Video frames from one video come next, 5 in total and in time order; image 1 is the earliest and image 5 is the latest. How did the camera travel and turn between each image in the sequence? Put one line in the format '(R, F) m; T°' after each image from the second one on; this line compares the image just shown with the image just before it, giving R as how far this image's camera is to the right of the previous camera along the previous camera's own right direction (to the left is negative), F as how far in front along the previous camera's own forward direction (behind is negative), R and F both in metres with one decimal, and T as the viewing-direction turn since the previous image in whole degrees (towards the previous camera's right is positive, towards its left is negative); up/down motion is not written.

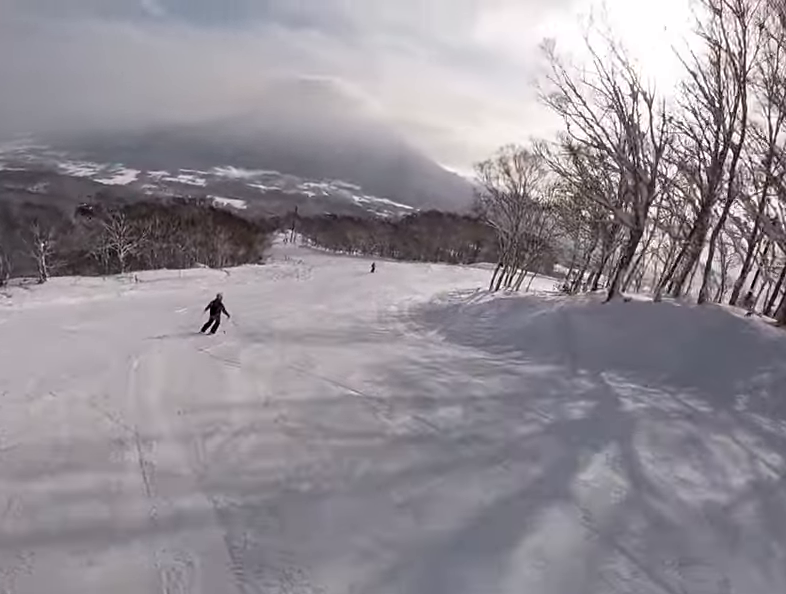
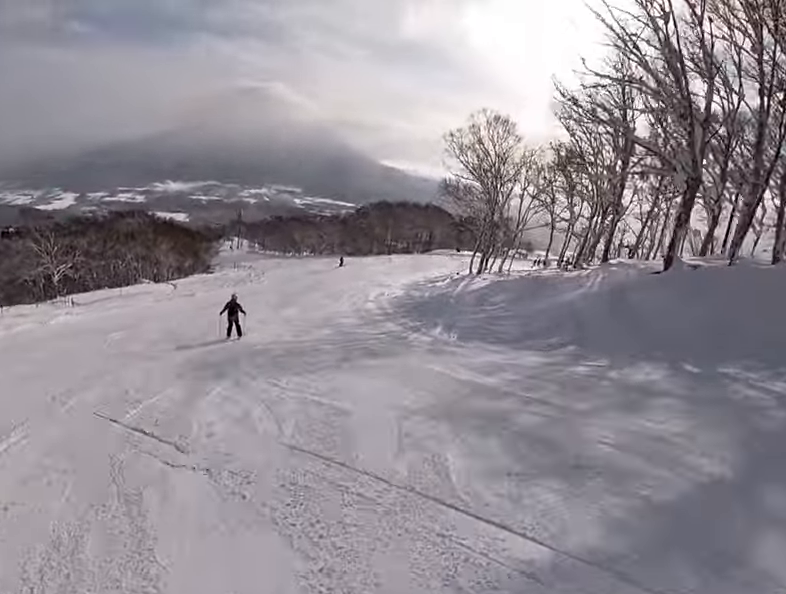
(-0.2, +5.6) m; -3°
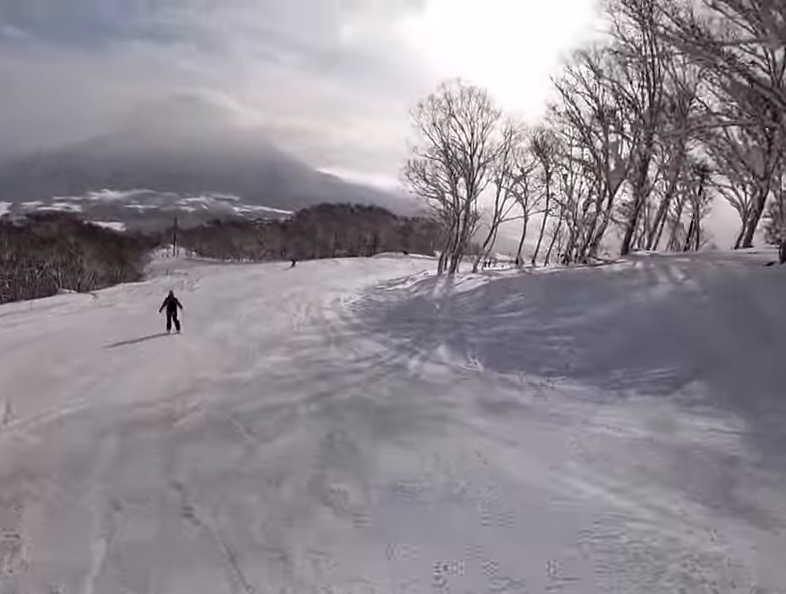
(0.0, +6.7) m; -1°
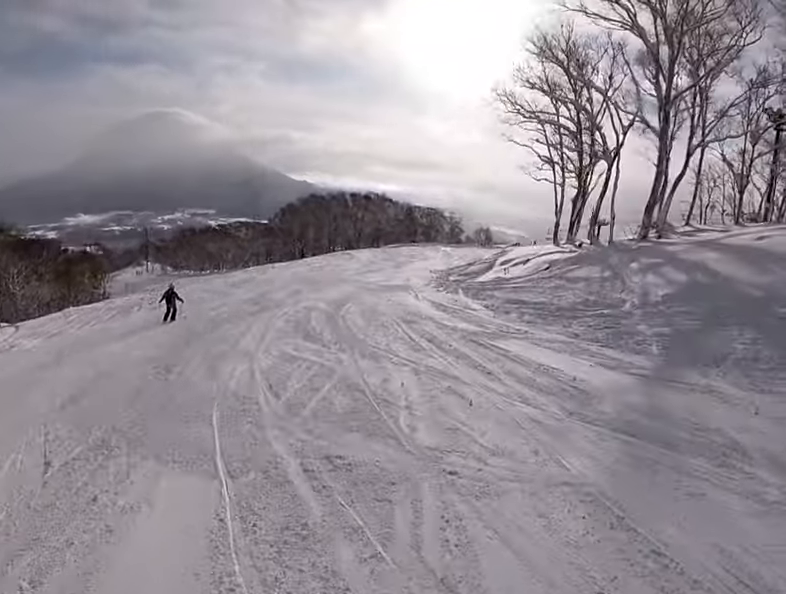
(+2.4, +16.2) m; +15°
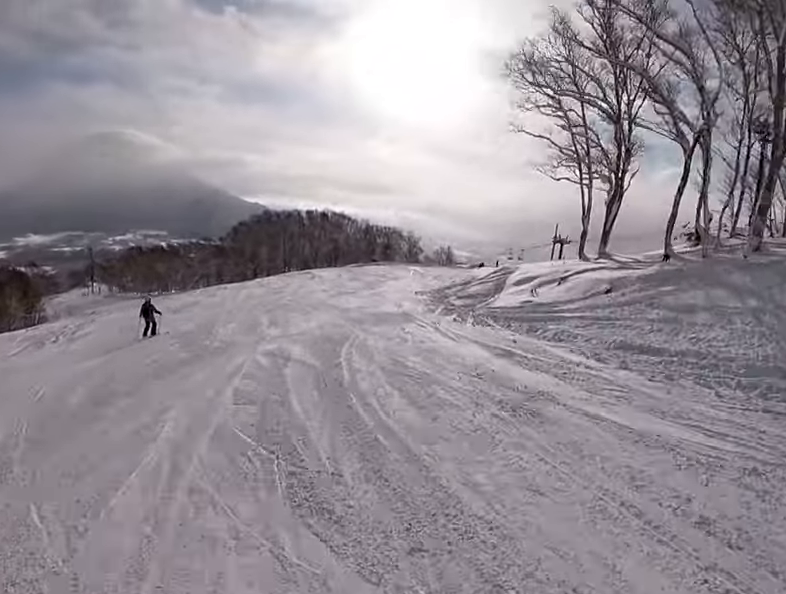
(-0.2, +6.8) m; +4°
